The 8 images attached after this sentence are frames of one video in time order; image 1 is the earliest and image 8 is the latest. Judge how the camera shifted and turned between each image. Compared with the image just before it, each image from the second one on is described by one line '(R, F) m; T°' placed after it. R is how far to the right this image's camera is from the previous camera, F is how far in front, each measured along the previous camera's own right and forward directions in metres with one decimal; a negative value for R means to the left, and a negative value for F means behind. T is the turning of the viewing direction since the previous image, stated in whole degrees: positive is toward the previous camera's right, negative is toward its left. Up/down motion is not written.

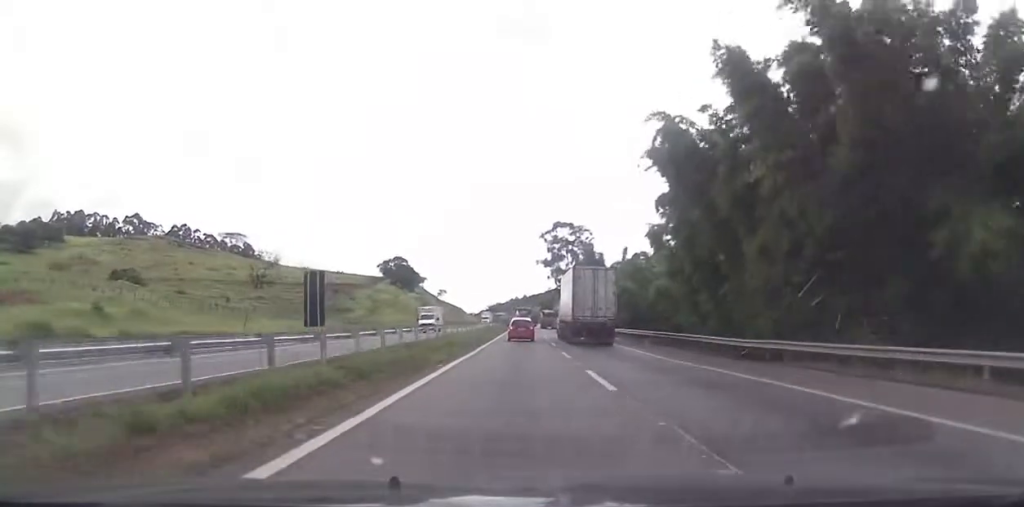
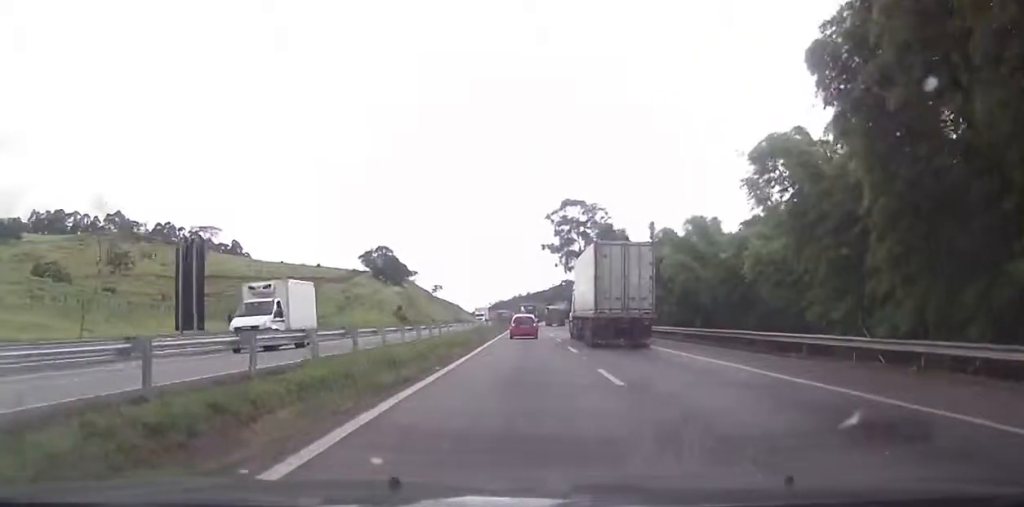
(0.0, +26.7) m; 0°
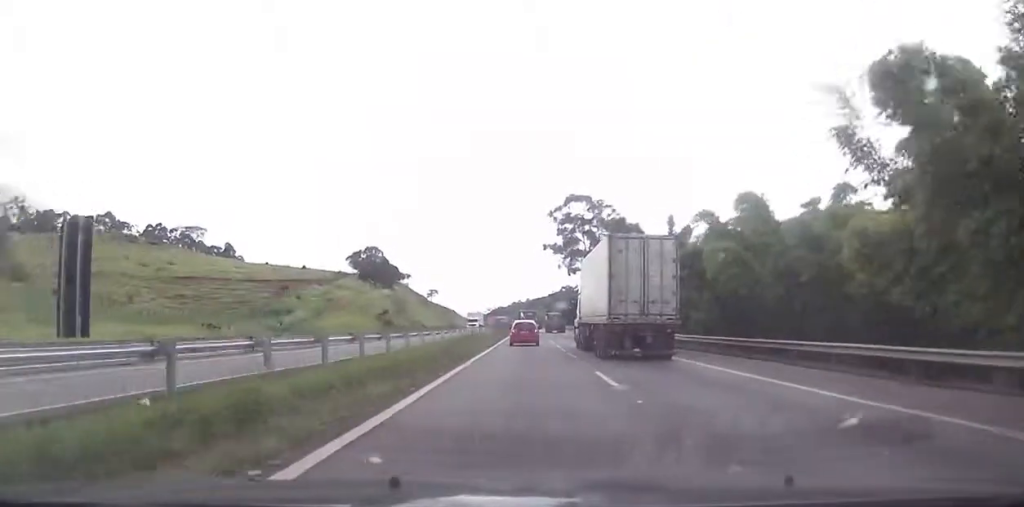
(0.0, +11.8) m; 0°
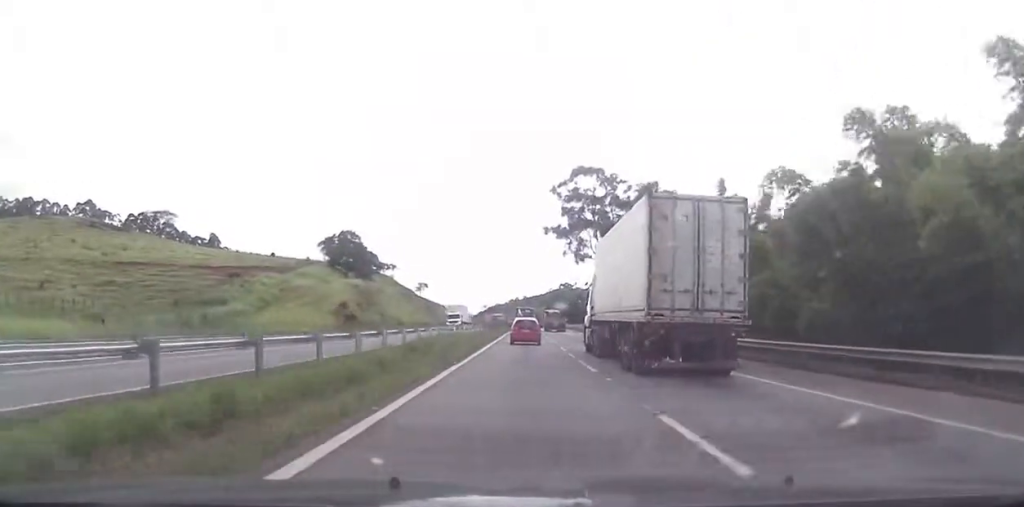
(-0.1, +21.1) m; -1°
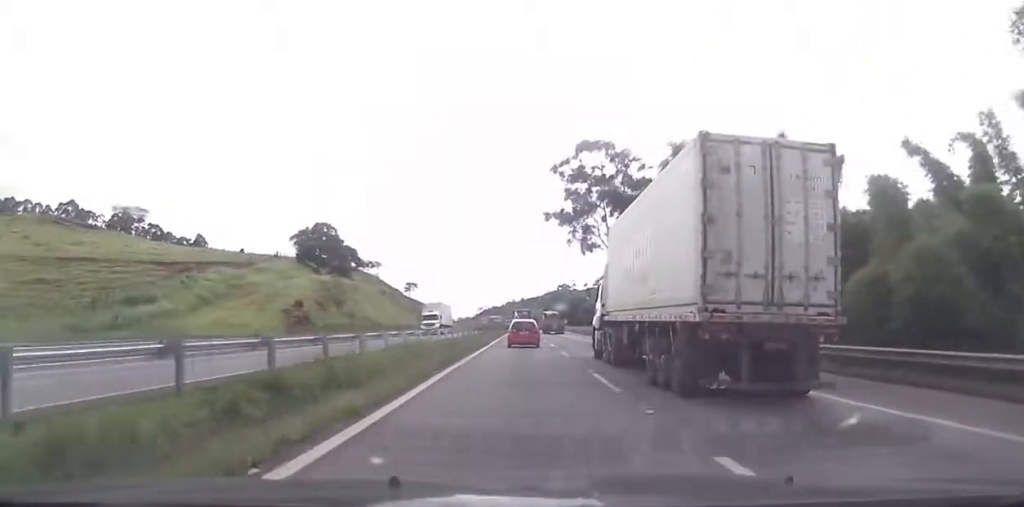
(-0.1, +15.5) m; 0°
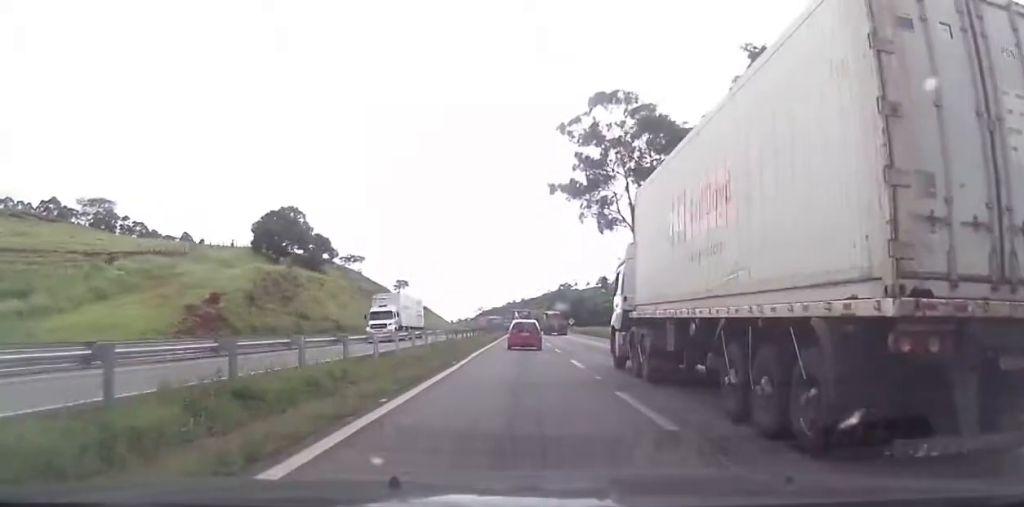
(+0.1, +18.2) m; +1°
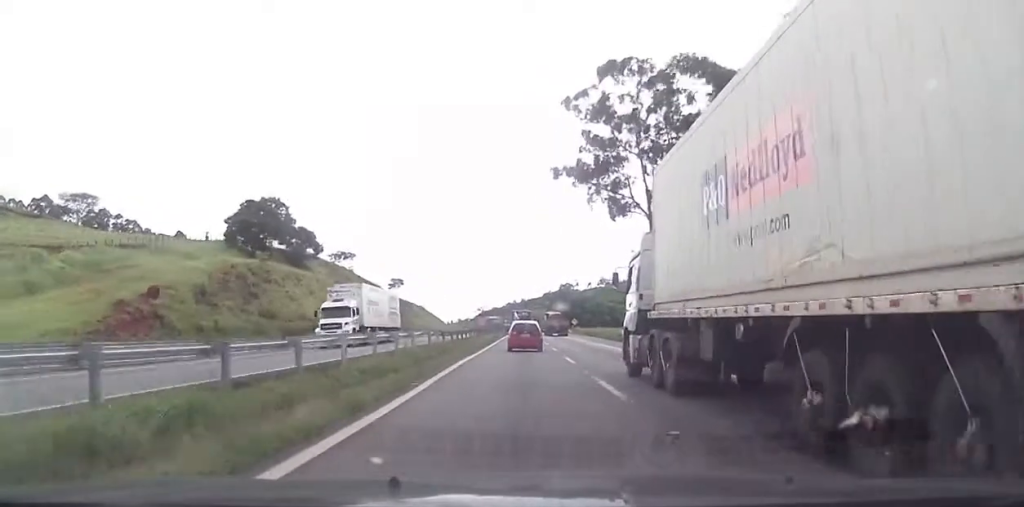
(+0.1, +8.4) m; 0°
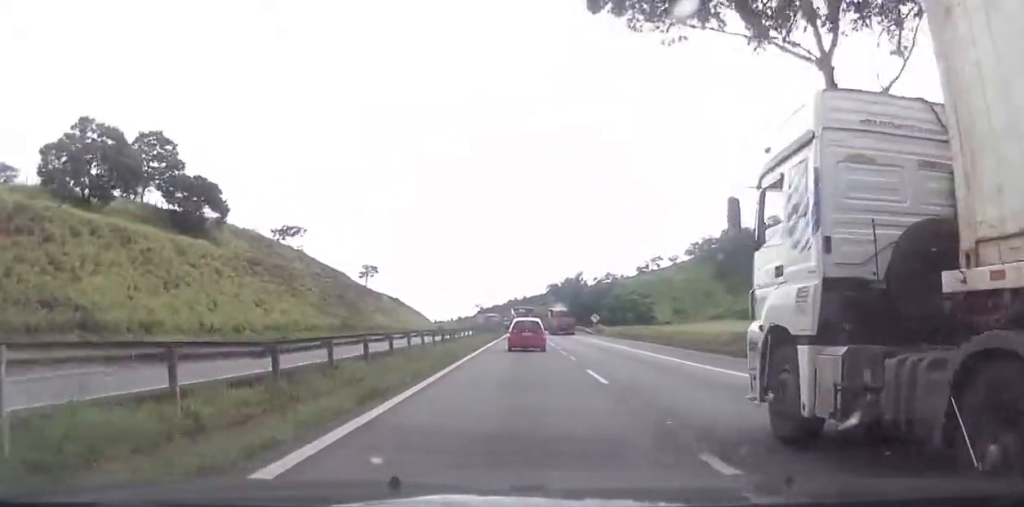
(-0.7, +33.9) m; -2°
